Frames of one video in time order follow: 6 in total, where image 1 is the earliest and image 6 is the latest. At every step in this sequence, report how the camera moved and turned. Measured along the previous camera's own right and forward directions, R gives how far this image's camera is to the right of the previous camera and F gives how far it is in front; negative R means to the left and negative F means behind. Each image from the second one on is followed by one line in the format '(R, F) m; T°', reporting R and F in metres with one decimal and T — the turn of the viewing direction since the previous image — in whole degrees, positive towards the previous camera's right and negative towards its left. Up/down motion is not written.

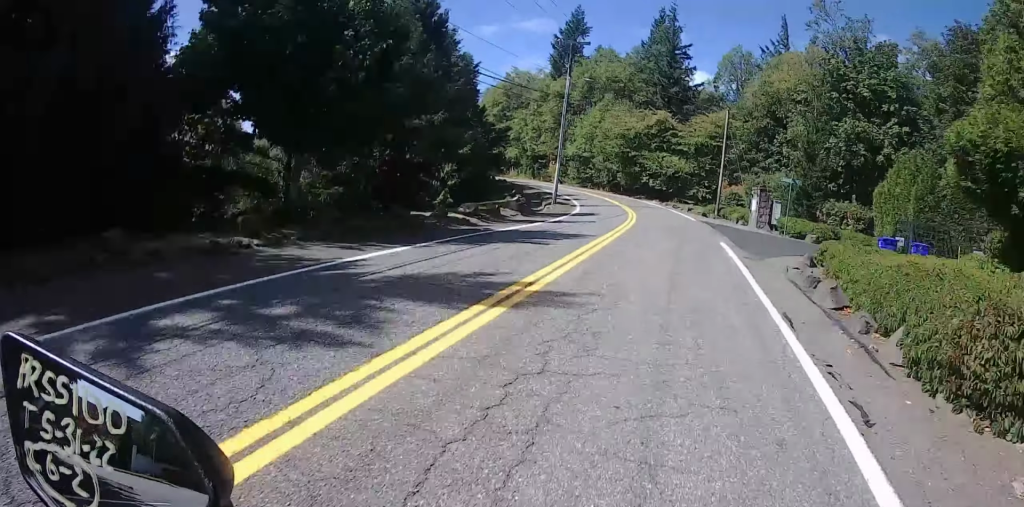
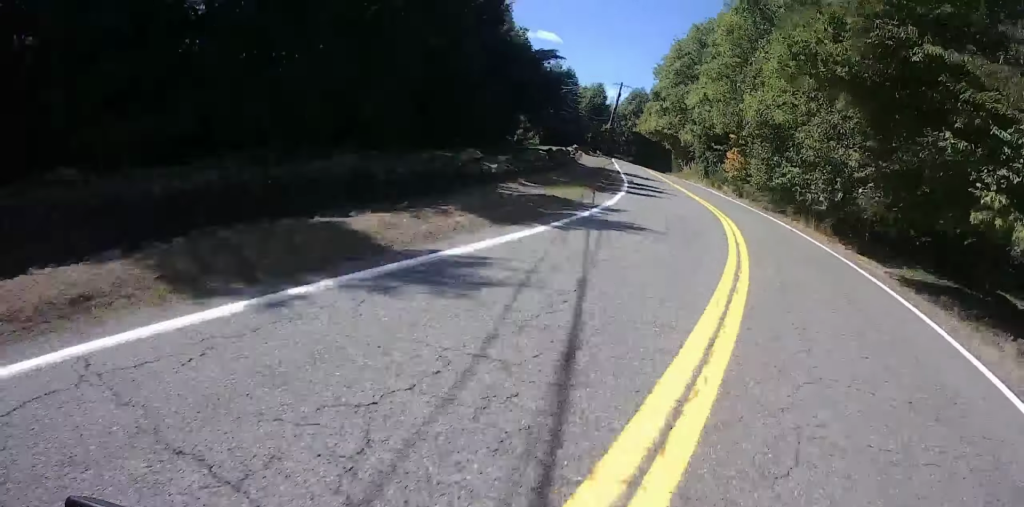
(-0.1, +52.1) m; 0°
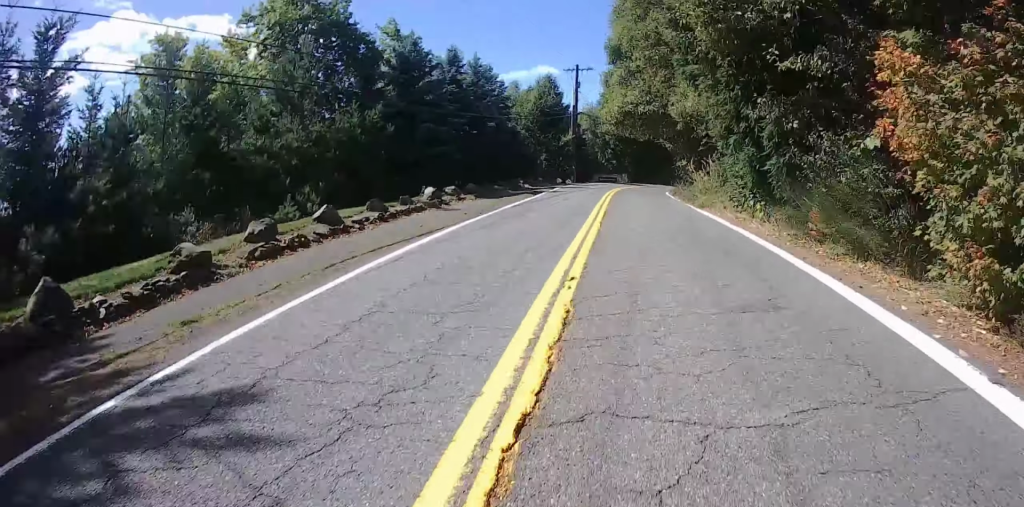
(-2.2, +34.3) m; -9°
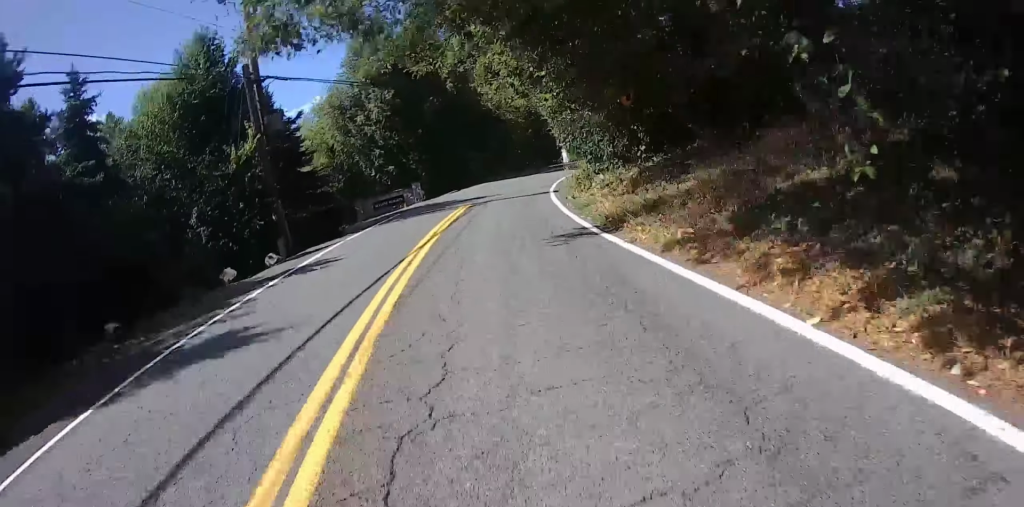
(-2.4, +36.0) m; -6°
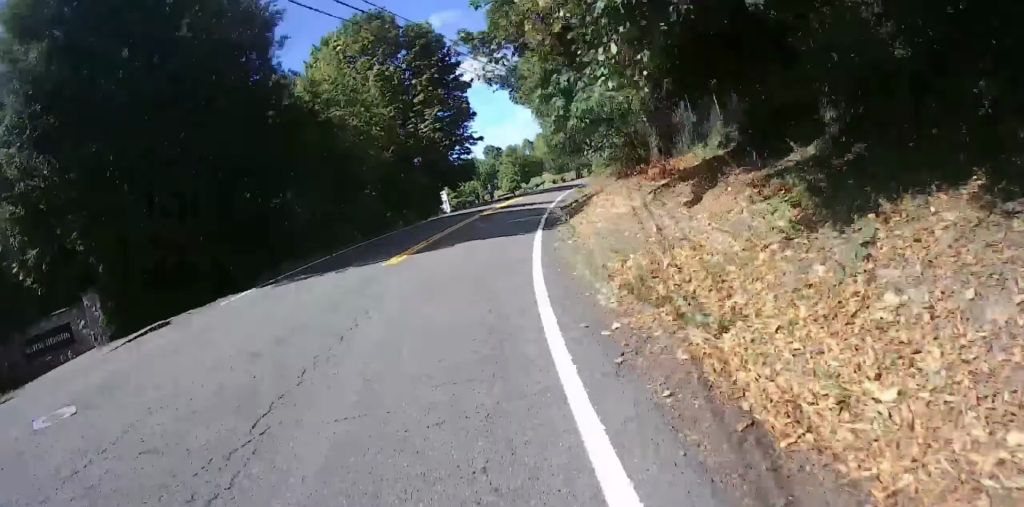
(-0.5, +29.6) m; -1°
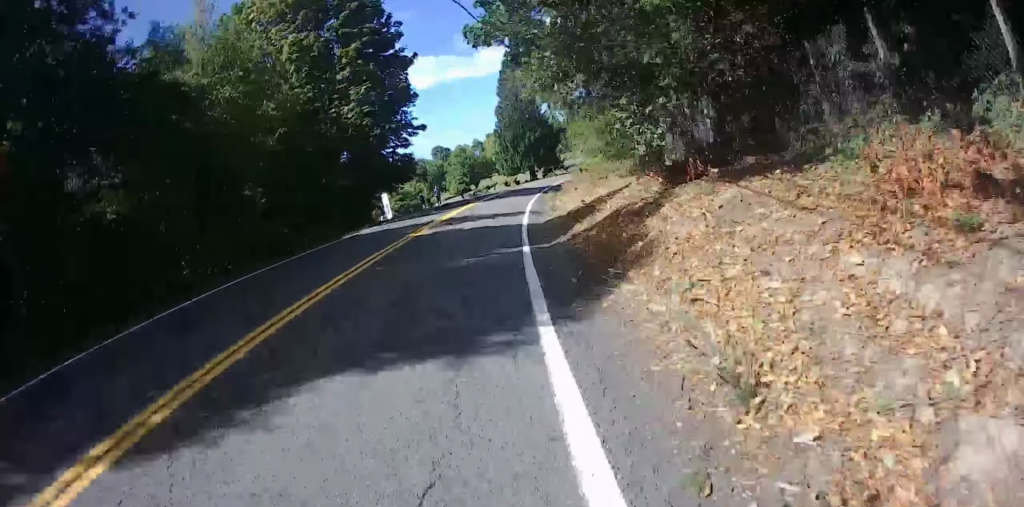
(0.0, +9.8) m; 0°
